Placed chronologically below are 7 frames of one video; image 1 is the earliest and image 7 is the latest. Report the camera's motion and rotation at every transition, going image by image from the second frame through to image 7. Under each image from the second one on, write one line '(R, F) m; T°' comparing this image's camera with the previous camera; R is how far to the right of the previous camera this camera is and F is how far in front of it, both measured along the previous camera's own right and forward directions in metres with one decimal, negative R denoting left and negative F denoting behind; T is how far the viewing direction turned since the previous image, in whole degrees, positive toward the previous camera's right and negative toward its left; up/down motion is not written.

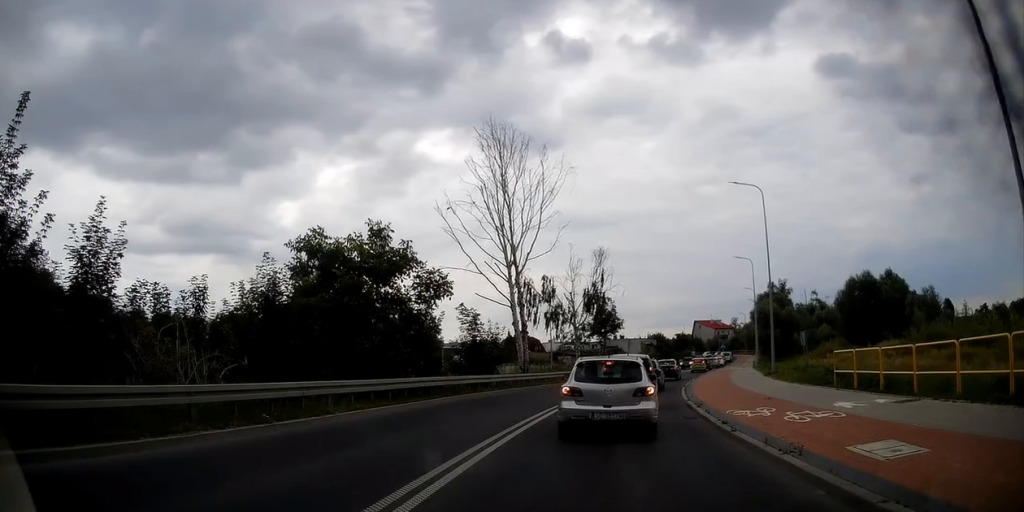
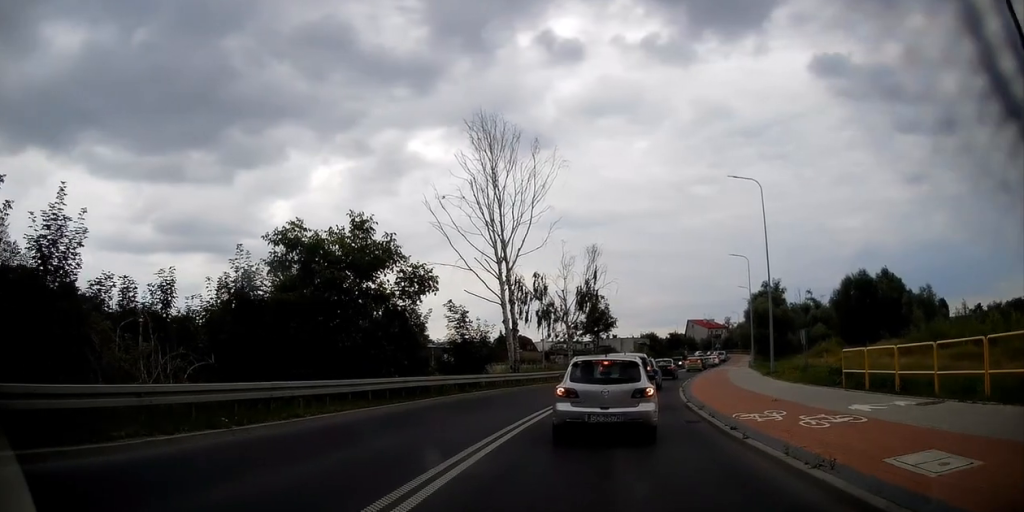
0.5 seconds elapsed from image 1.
(+0.1, +1.2) m; +4°
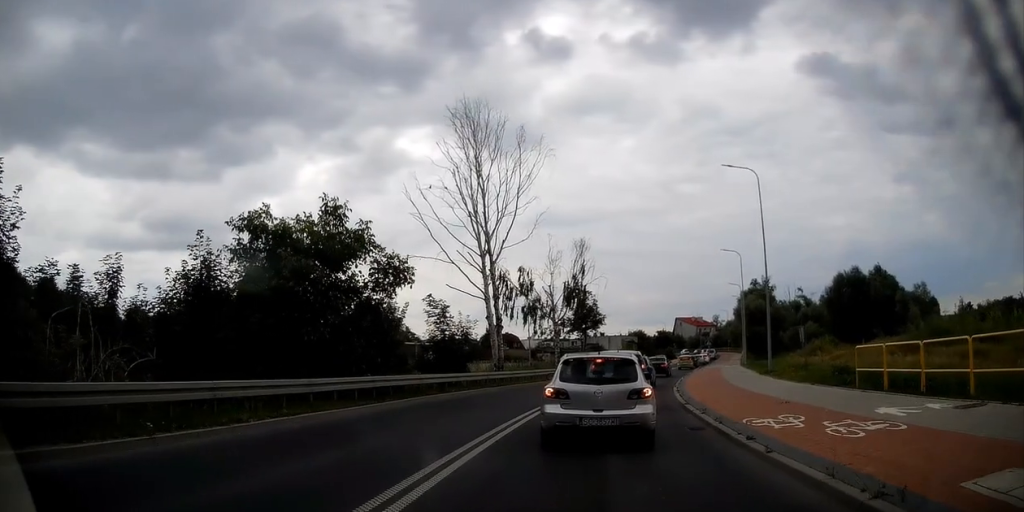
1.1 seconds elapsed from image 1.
(+0.1, +1.7) m; +3°
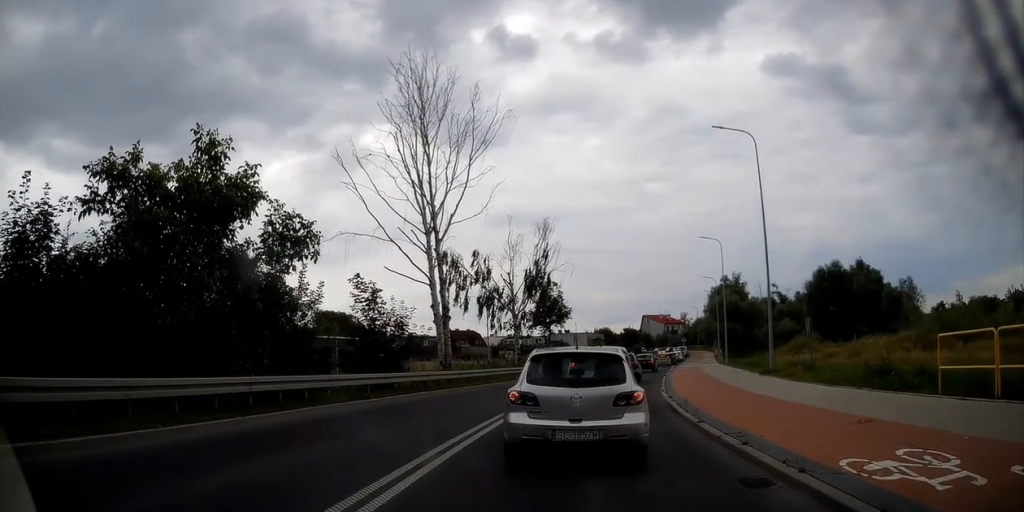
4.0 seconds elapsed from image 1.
(0.0, +5.7) m; -1°
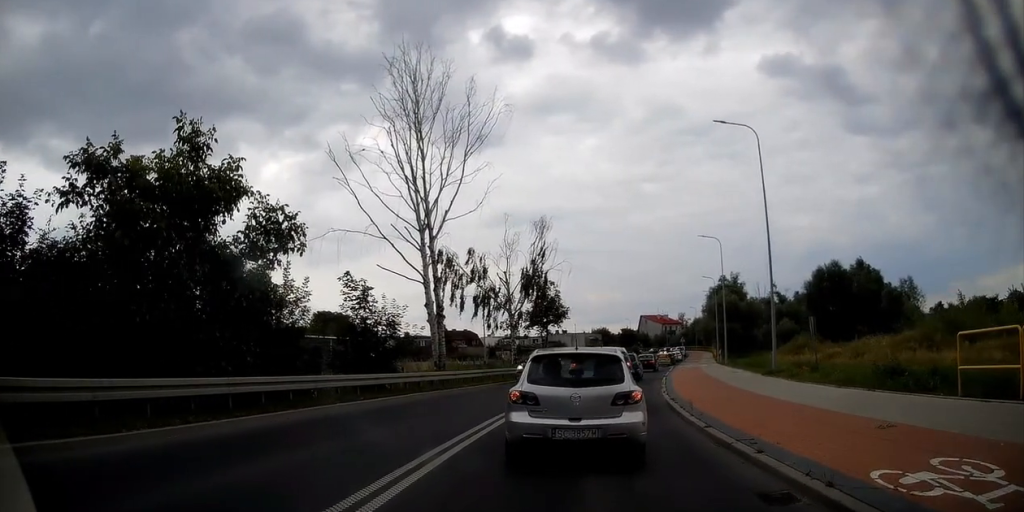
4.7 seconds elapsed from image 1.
(+0.1, +1.0) m; 0°
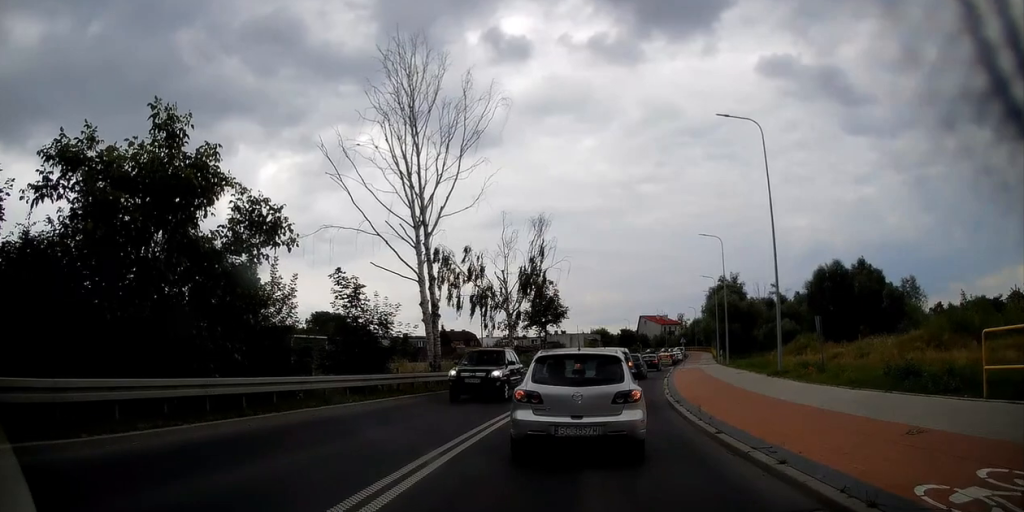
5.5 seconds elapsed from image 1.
(+0.2, +0.9) m; 0°
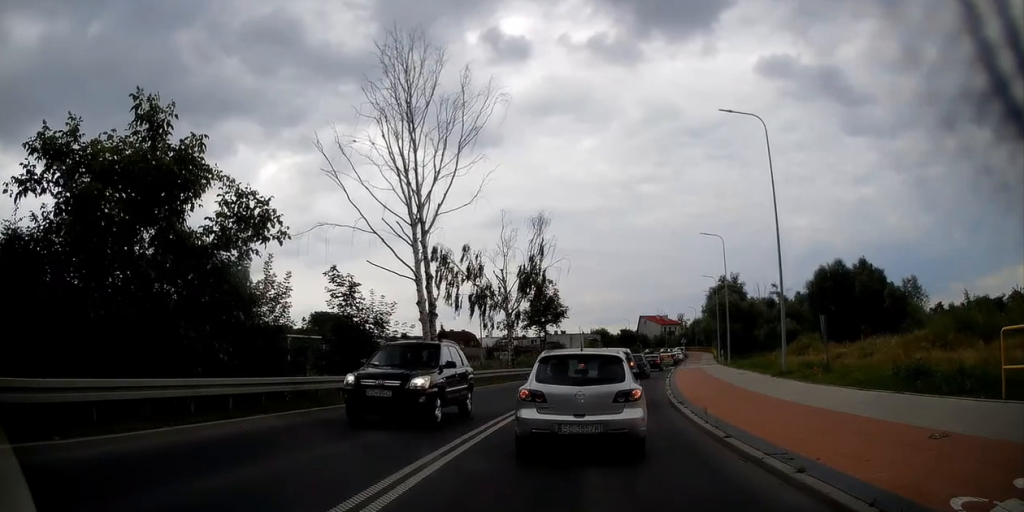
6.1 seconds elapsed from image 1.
(+0.1, +0.6) m; 0°
